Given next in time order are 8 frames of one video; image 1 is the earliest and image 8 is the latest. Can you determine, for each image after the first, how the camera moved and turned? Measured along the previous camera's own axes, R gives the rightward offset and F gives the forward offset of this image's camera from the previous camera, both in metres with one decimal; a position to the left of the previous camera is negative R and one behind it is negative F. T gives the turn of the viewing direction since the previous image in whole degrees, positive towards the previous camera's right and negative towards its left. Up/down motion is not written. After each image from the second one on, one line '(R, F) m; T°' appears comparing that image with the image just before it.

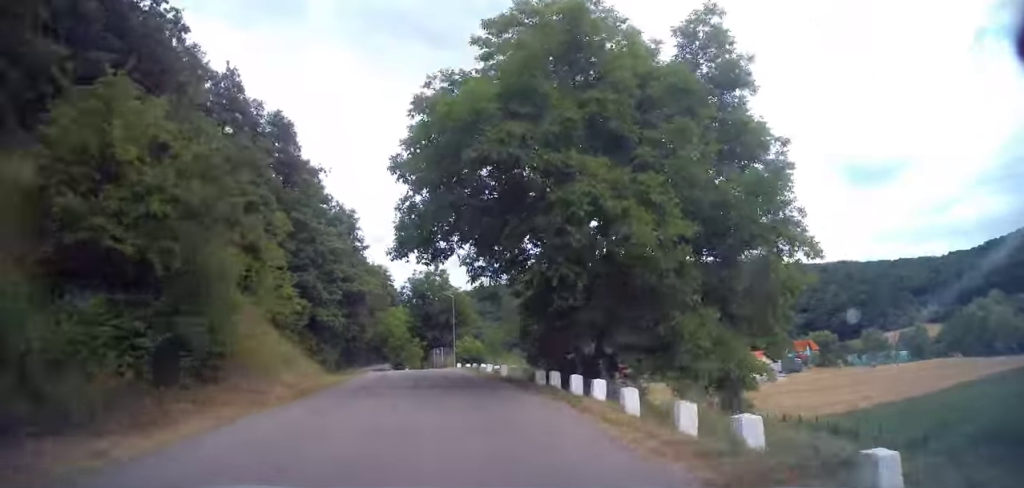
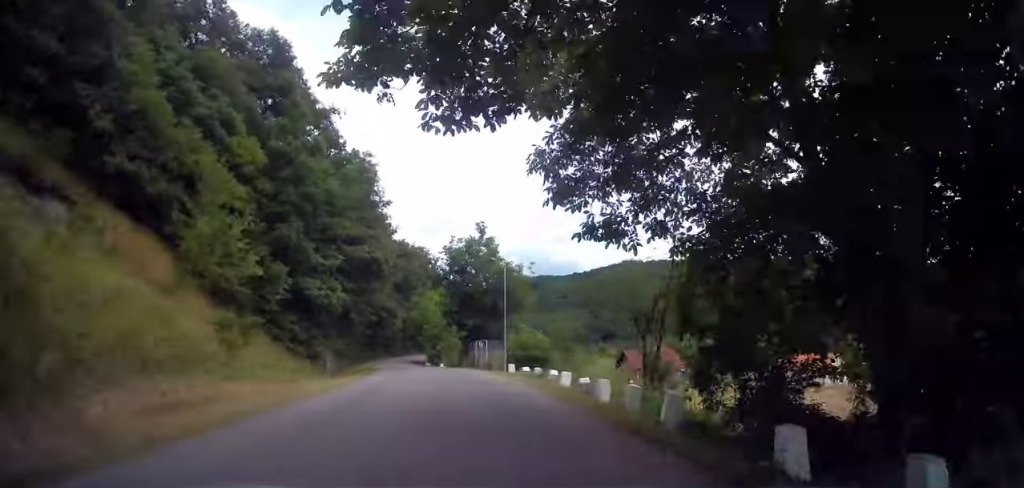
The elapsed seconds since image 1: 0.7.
(-0.3, +12.3) m; -3°
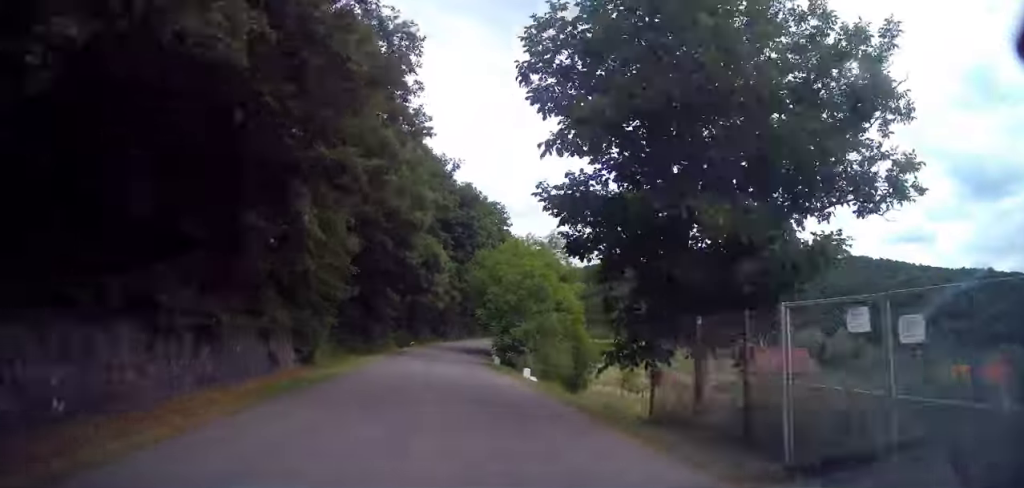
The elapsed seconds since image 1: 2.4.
(-2.3, +28.8) m; -7°
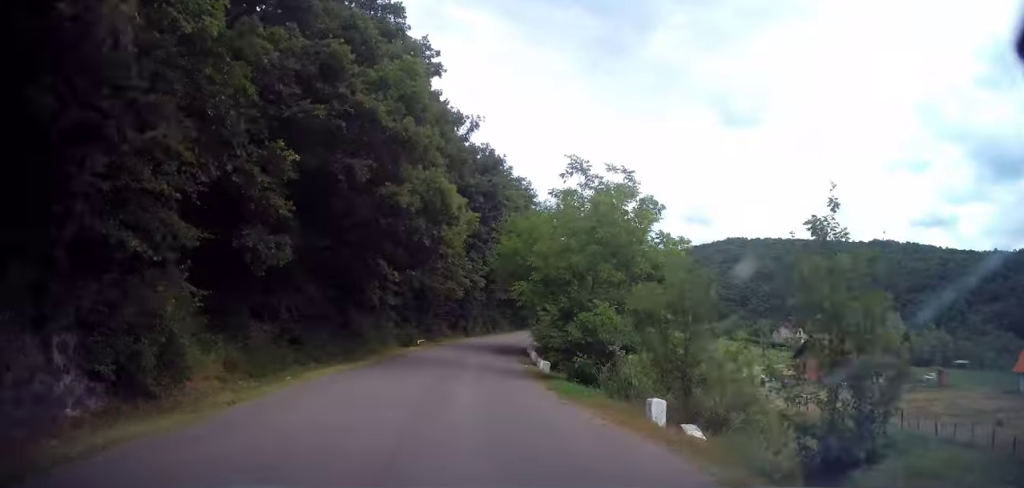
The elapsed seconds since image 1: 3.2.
(-0.3, +13.1) m; -1°
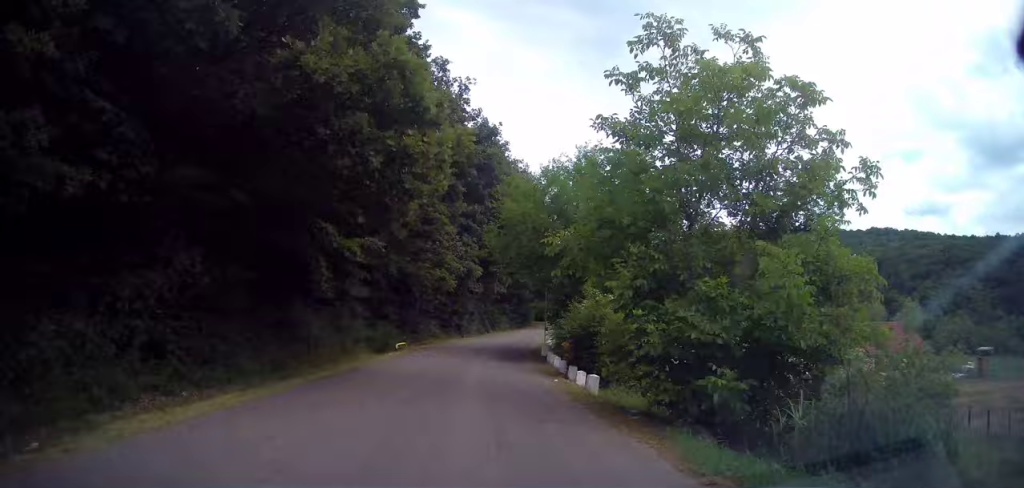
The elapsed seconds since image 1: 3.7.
(-0.1, +9.1) m; +1°
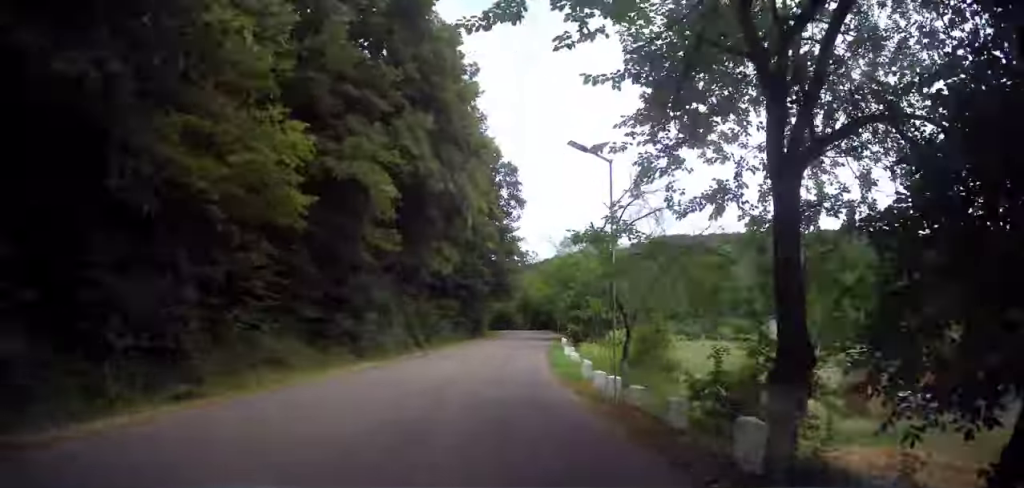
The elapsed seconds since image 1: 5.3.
(+0.8, +26.8) m; +4°
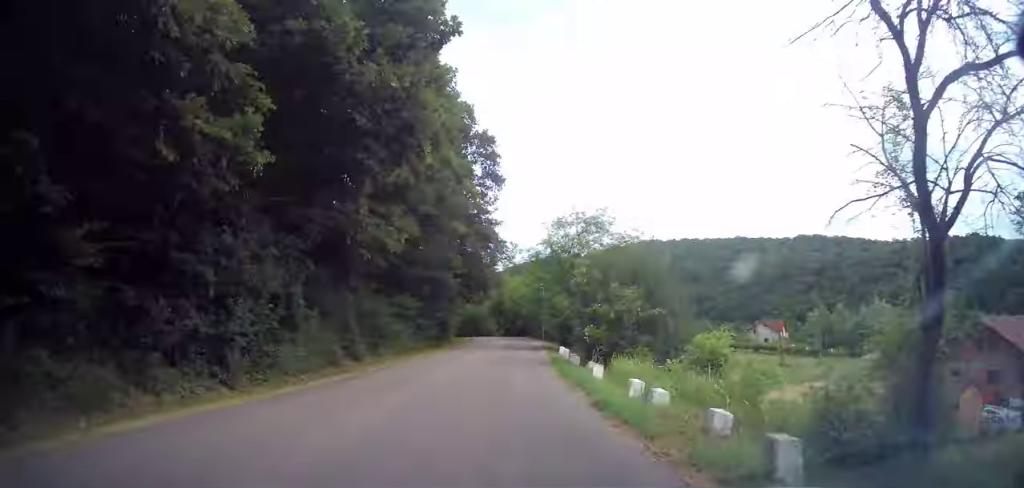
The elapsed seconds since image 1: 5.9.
(0.0, +10.8) m; +2°
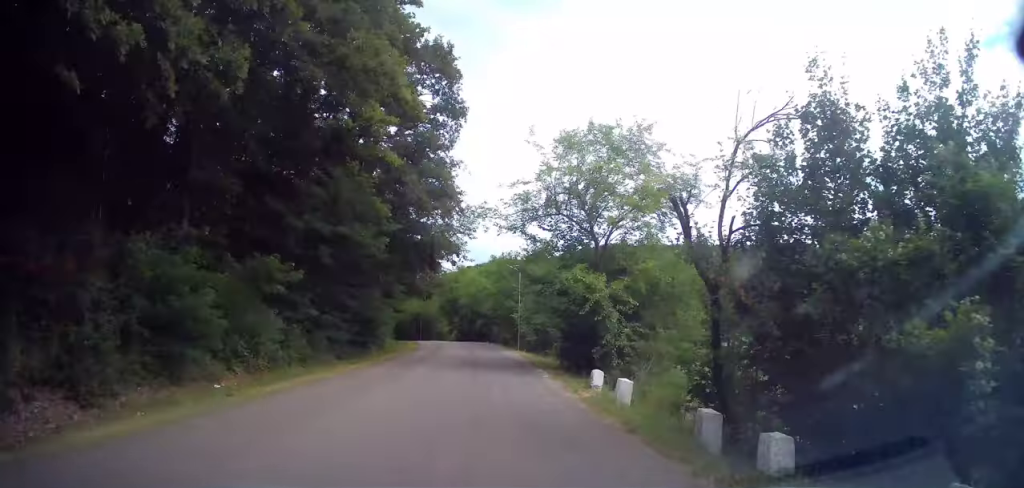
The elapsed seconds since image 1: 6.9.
(+0.6, +15.8) m; +6°
